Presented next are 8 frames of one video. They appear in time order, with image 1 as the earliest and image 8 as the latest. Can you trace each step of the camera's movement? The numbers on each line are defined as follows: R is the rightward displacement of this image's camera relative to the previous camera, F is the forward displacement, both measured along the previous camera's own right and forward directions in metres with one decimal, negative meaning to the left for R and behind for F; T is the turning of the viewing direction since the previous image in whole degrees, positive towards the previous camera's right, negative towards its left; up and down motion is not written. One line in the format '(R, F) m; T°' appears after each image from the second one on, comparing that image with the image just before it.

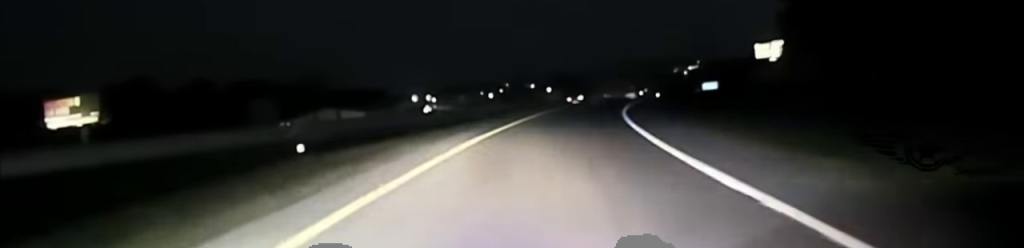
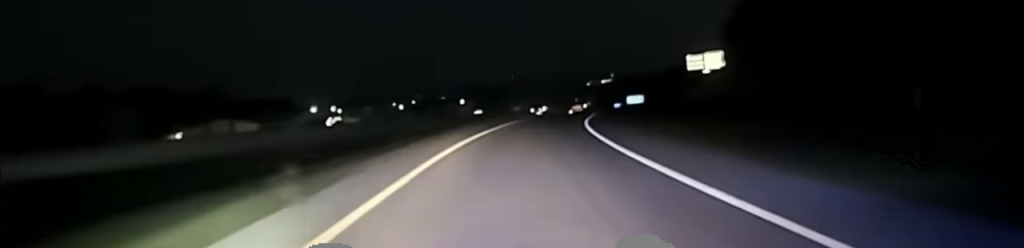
(+1.0, +21.2) m; +4°
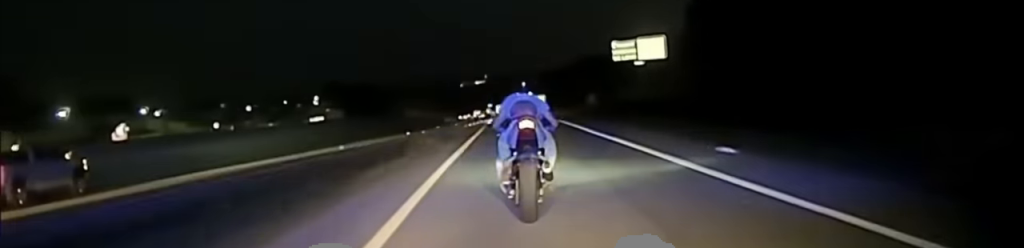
(+5.7, +70.5) m; +8°
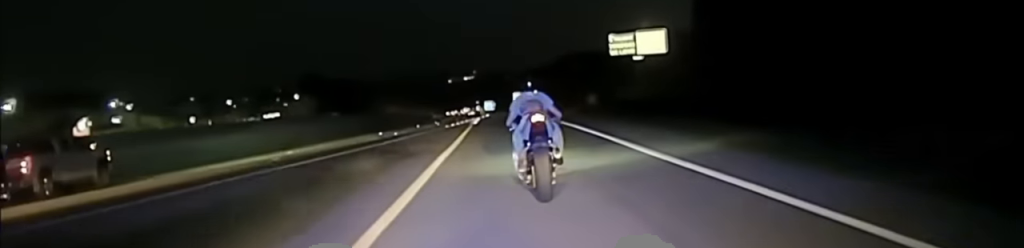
(+0.3, +13.5) m; 0°
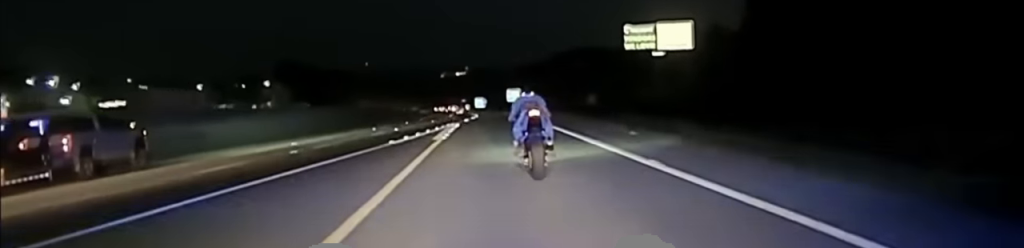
(0.0, +30.2) m; 0°
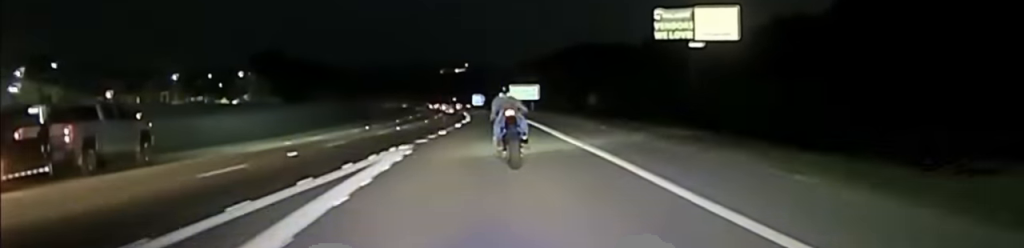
(-0.1, +27.4) m; -1°
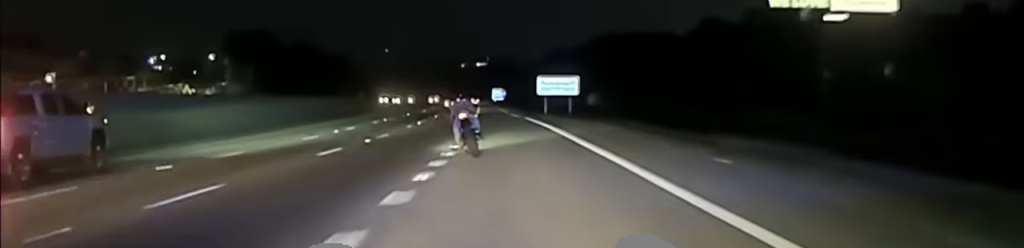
(-0.6, +46.6) m; -2°
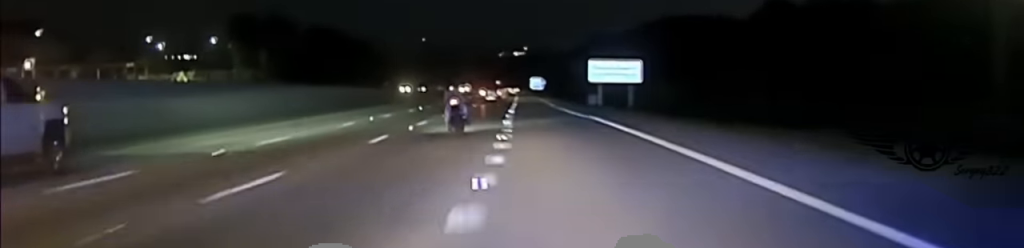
(-0.3, +25.0) m; -1°
